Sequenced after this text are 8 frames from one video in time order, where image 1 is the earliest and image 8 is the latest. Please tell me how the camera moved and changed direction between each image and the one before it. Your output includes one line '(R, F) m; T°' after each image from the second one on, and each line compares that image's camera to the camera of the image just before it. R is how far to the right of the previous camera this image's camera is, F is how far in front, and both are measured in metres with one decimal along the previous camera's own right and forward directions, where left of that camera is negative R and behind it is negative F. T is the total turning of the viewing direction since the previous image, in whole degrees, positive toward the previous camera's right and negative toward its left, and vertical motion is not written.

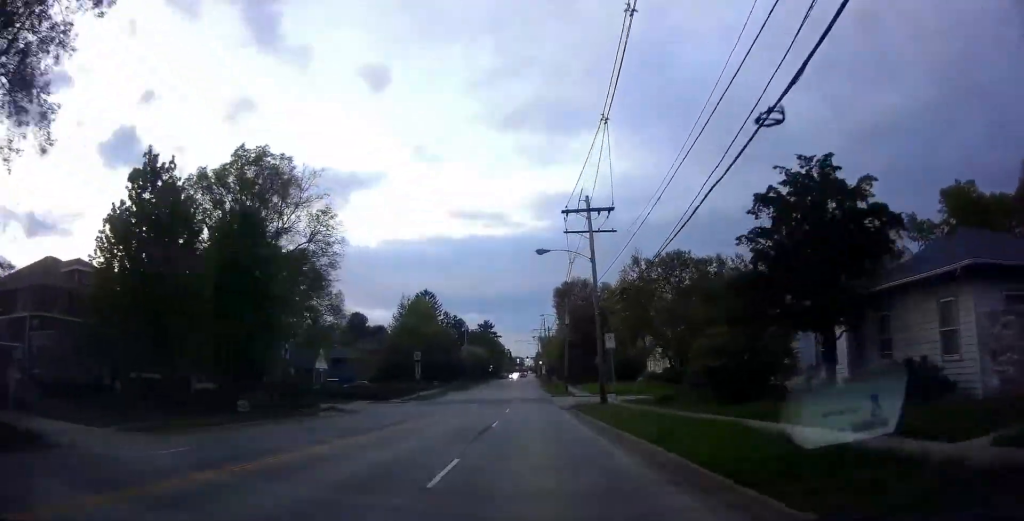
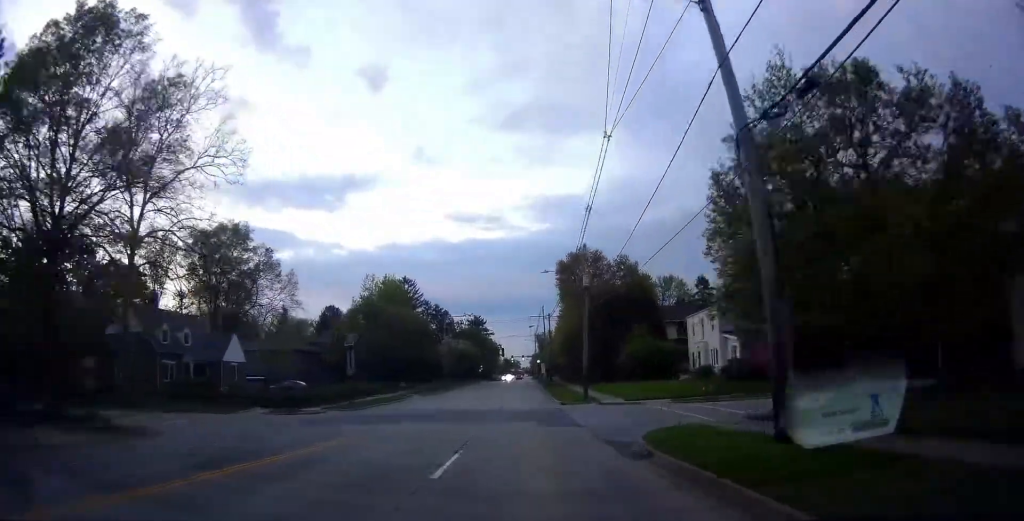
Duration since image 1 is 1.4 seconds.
(+1.0, +23.6) m; +3°
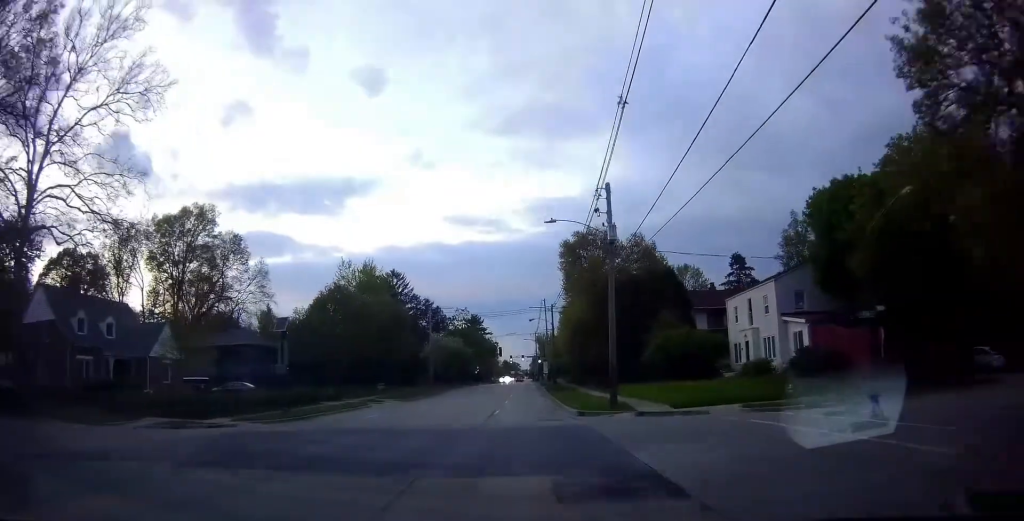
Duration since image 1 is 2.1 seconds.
(0.0, +12.7) m; 0°
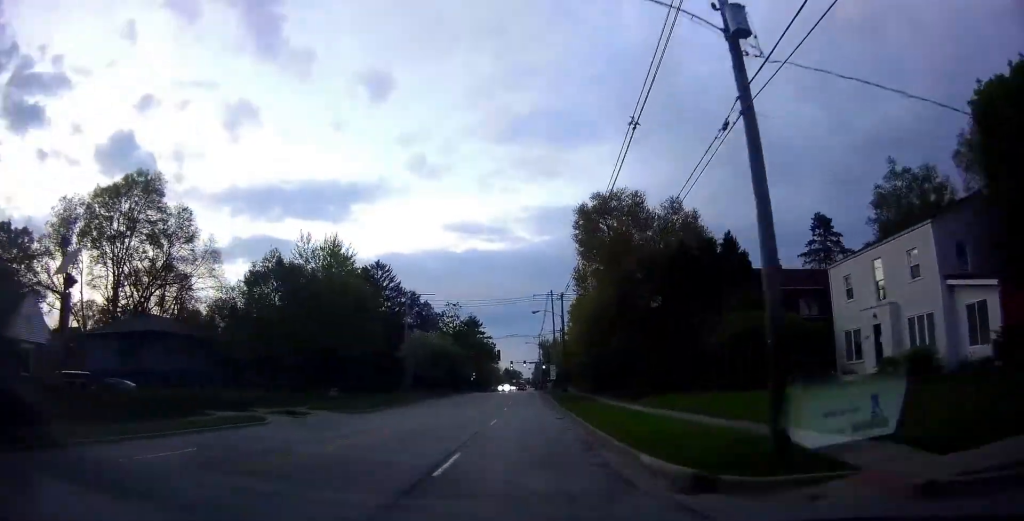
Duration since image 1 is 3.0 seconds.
(0.0, +15.8) m; 0°
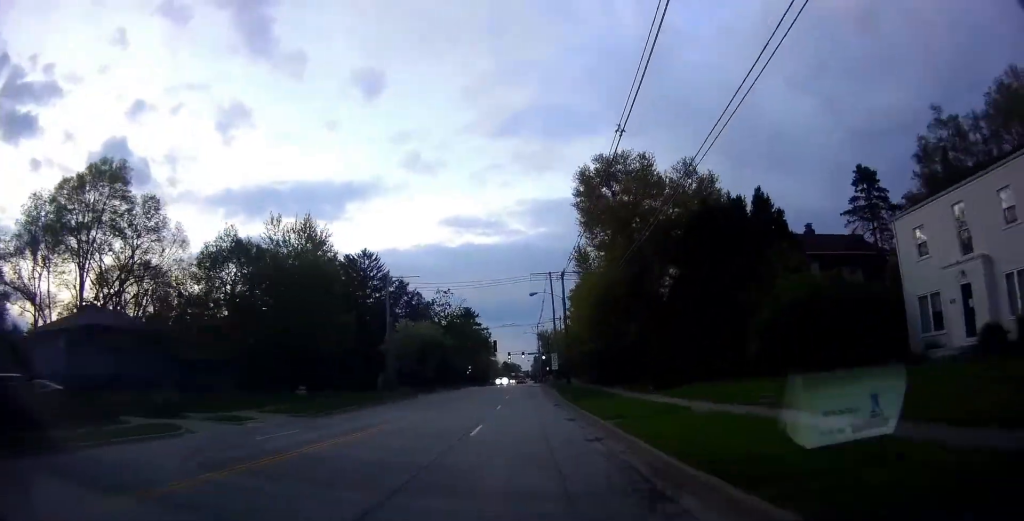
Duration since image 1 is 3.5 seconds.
(0.0, +7.2) m; 0°
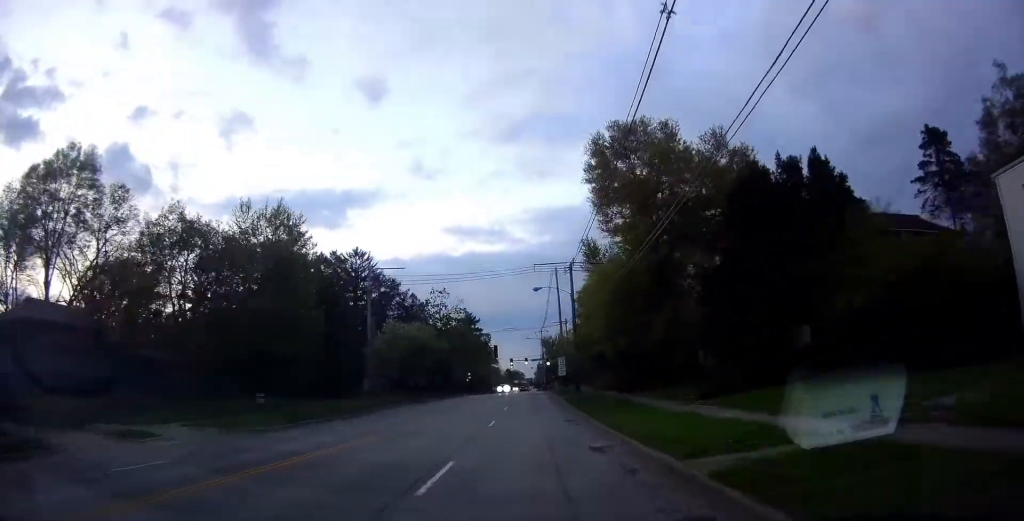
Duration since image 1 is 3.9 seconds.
(0.0, +7.8) m; 0°
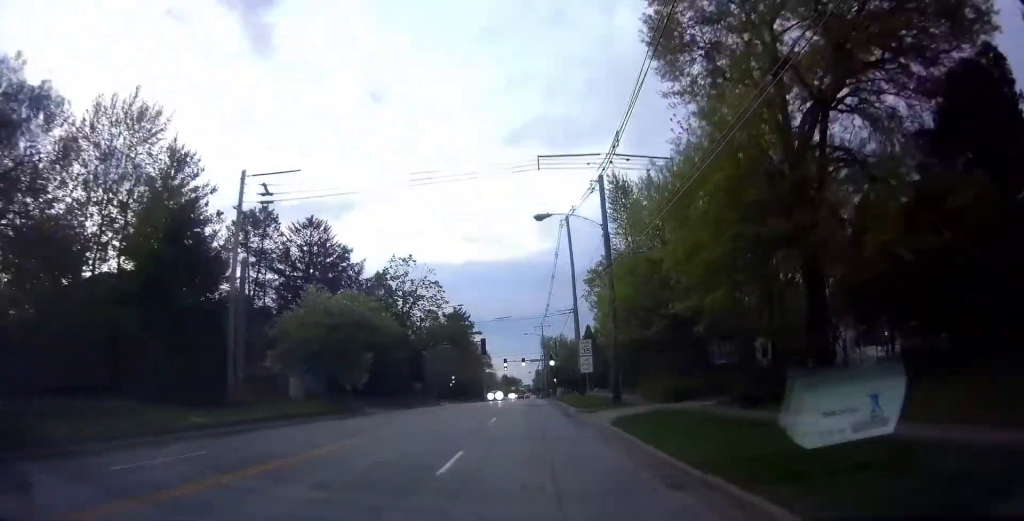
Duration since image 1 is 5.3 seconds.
(-0.2, +22.0) m; -1°
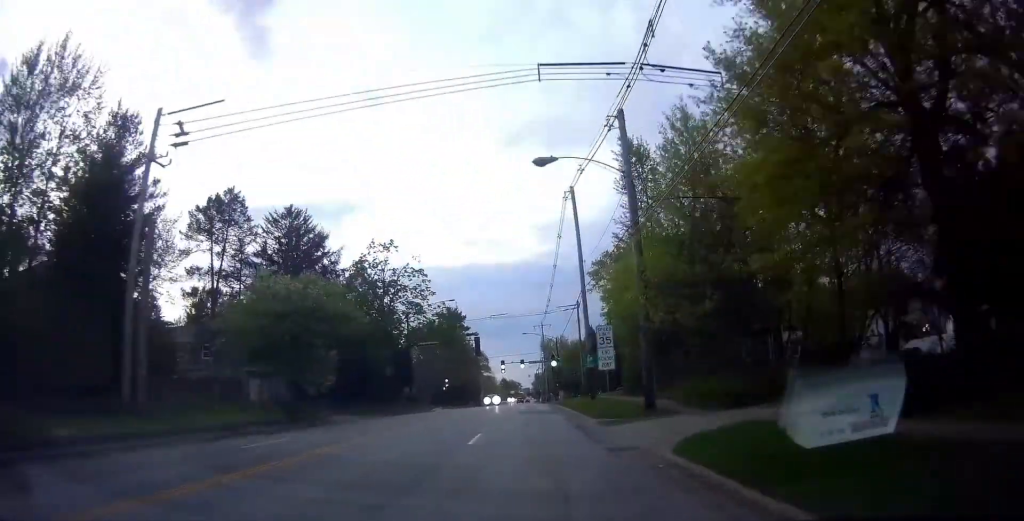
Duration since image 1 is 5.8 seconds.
(0.0, +7.3) m; 0°
